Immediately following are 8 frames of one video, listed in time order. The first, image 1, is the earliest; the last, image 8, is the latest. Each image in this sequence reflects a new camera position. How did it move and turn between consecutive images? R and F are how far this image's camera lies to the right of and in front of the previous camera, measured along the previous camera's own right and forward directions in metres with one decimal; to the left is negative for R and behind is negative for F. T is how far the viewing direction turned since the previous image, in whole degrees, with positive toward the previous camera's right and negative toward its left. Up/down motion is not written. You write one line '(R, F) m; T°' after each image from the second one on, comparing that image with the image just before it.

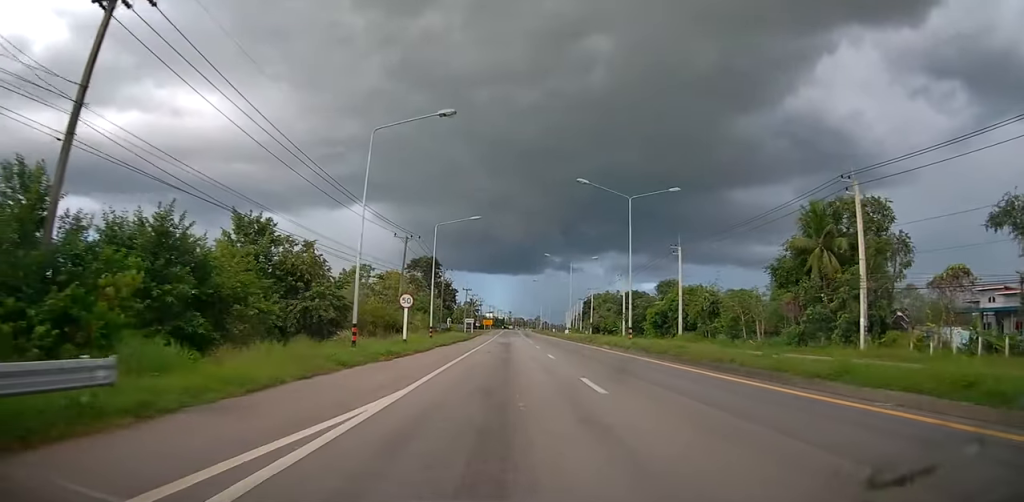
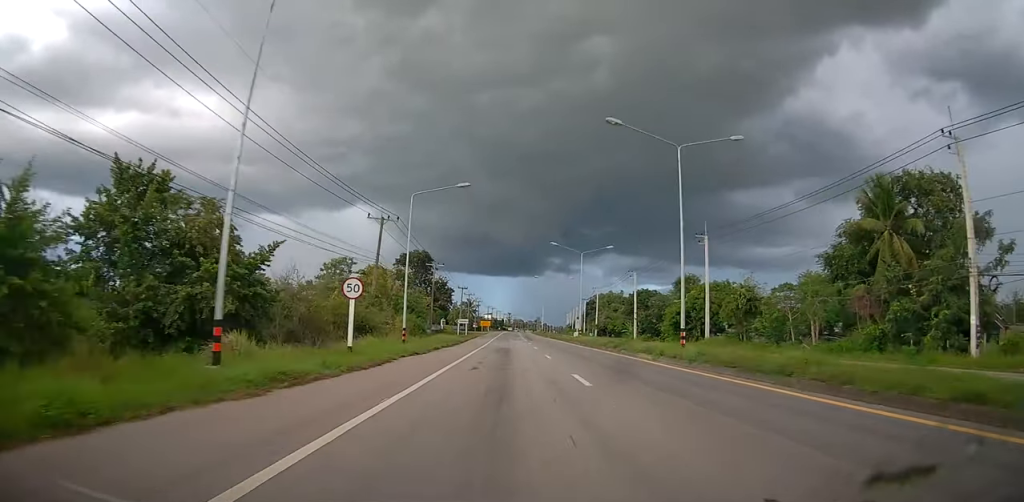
(+0.4, +10.3) m; 0°
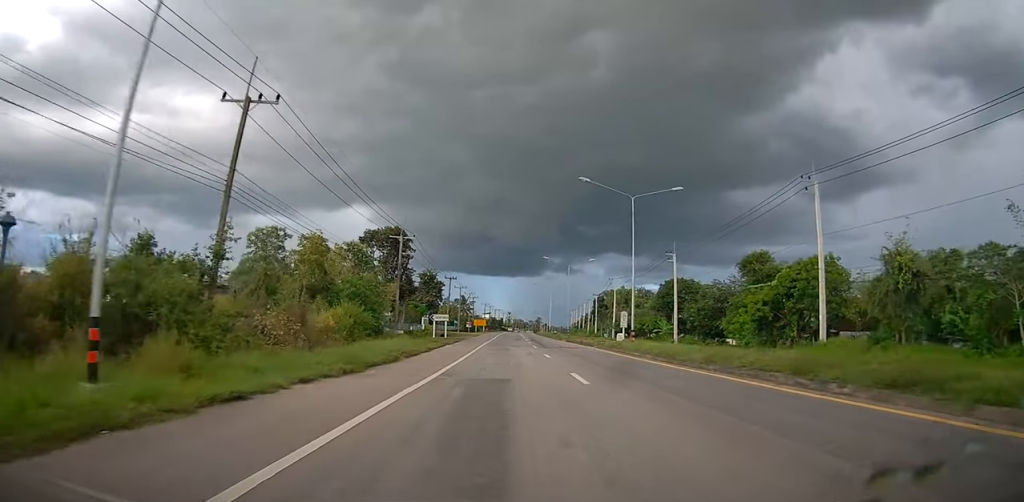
(-0.2, +24.2) m; -3°
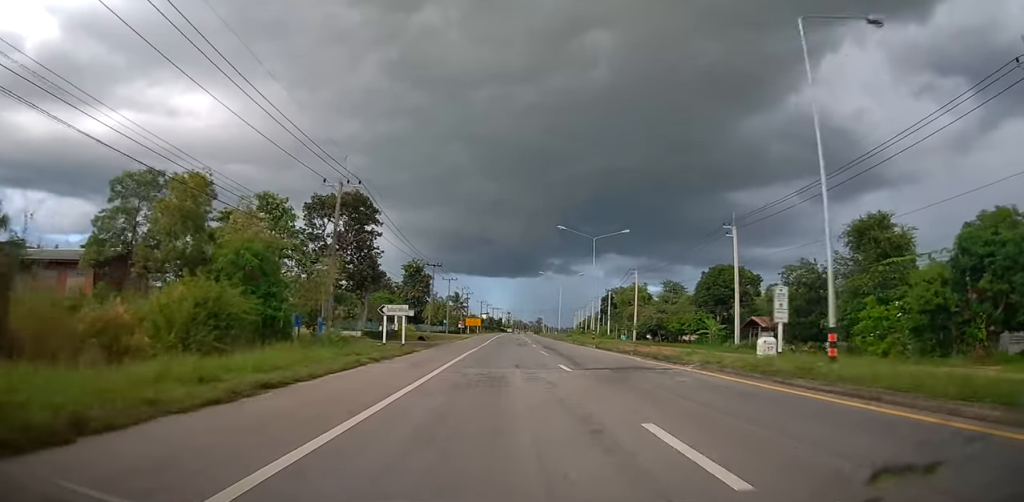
(-0.7, +20.5) m; -1°
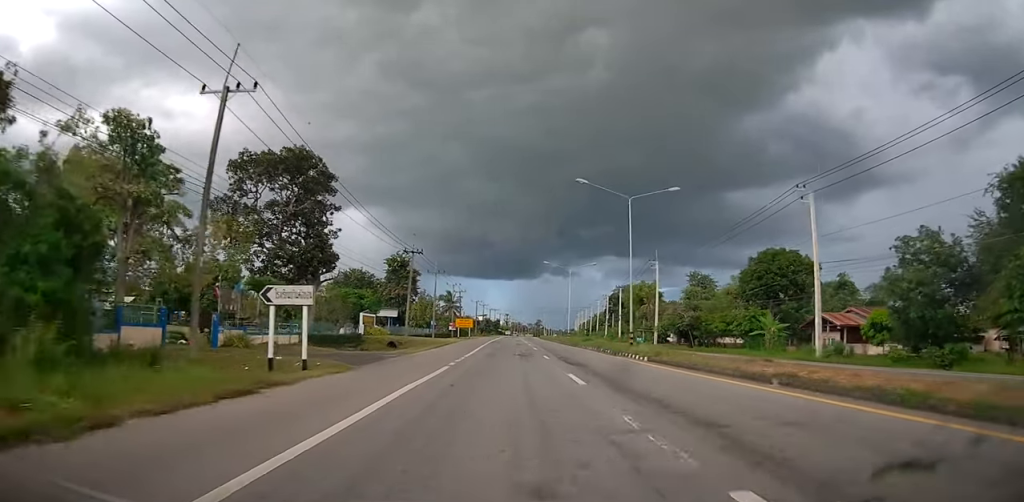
(+0.2, +15.0) m; +1°
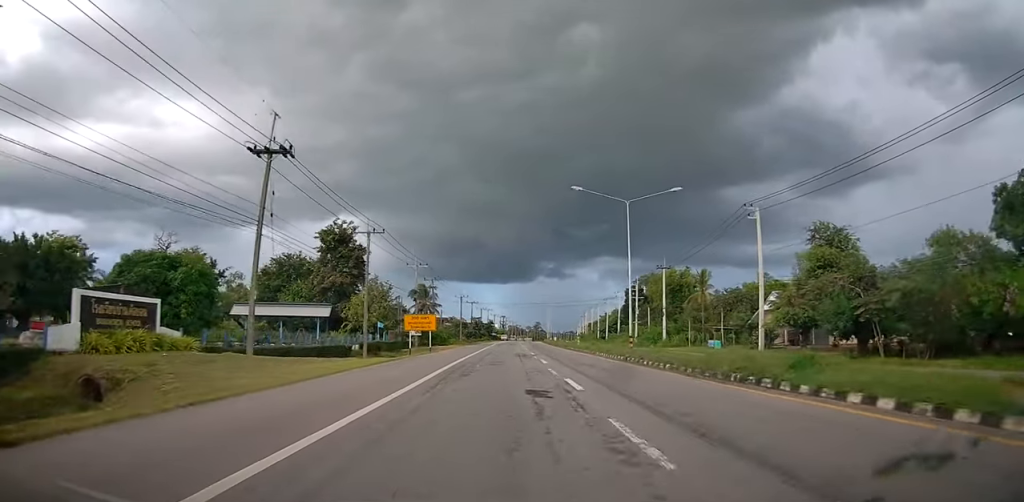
(+0.7, +36.0) m; +1°
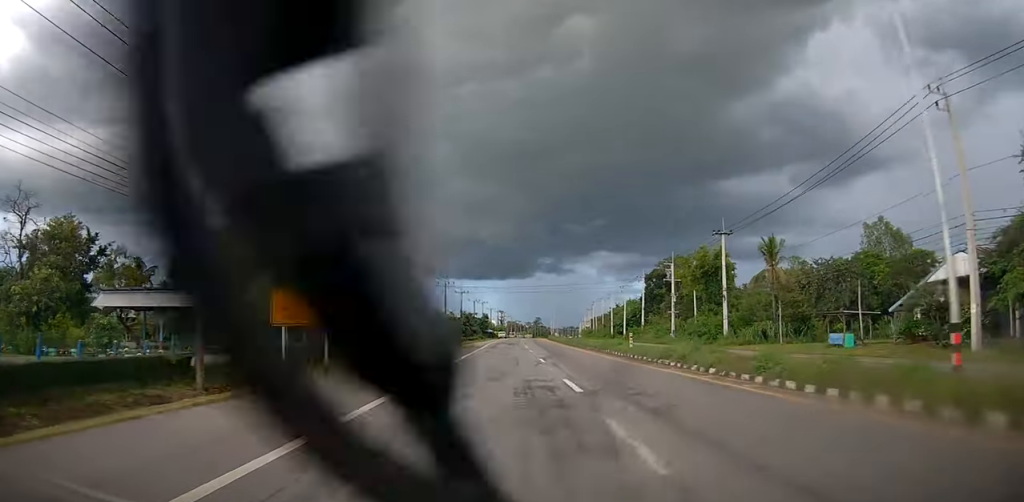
(+0.1, +24.3) m; 0°
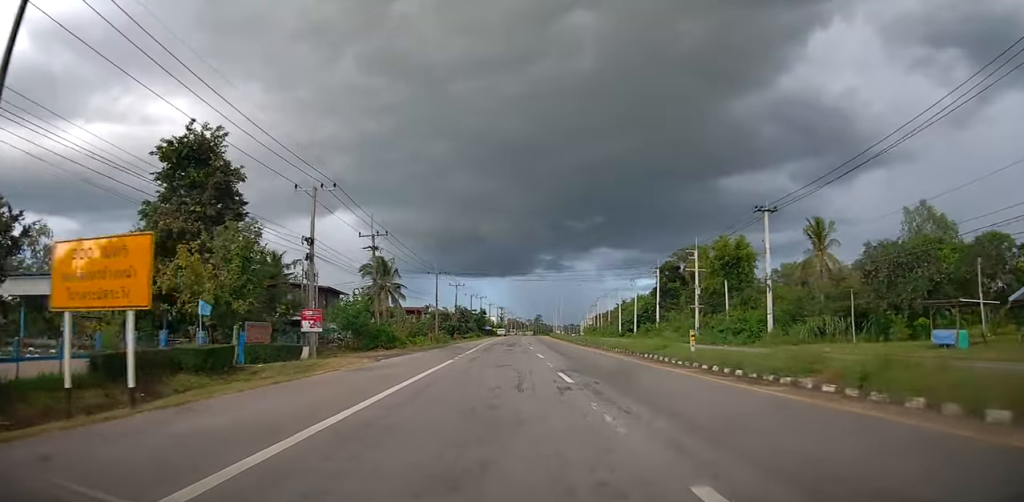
(0.0, +10.4) m; 0°
